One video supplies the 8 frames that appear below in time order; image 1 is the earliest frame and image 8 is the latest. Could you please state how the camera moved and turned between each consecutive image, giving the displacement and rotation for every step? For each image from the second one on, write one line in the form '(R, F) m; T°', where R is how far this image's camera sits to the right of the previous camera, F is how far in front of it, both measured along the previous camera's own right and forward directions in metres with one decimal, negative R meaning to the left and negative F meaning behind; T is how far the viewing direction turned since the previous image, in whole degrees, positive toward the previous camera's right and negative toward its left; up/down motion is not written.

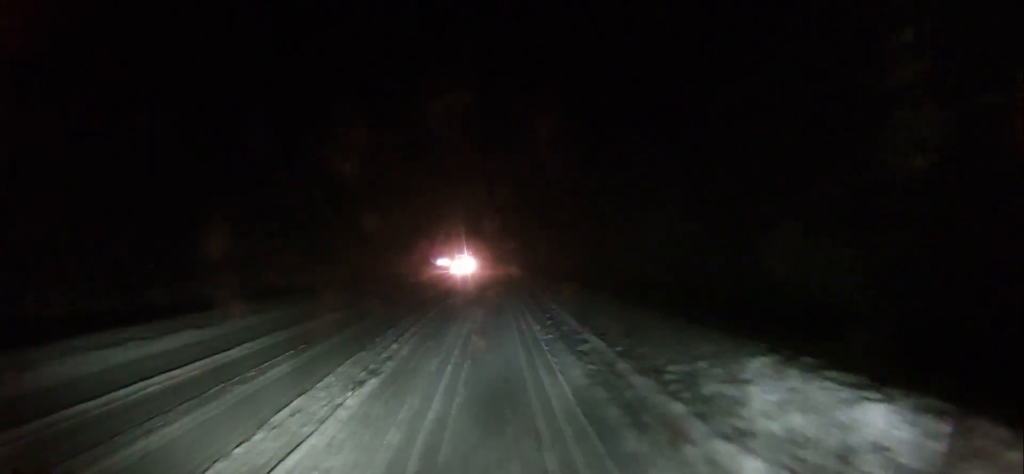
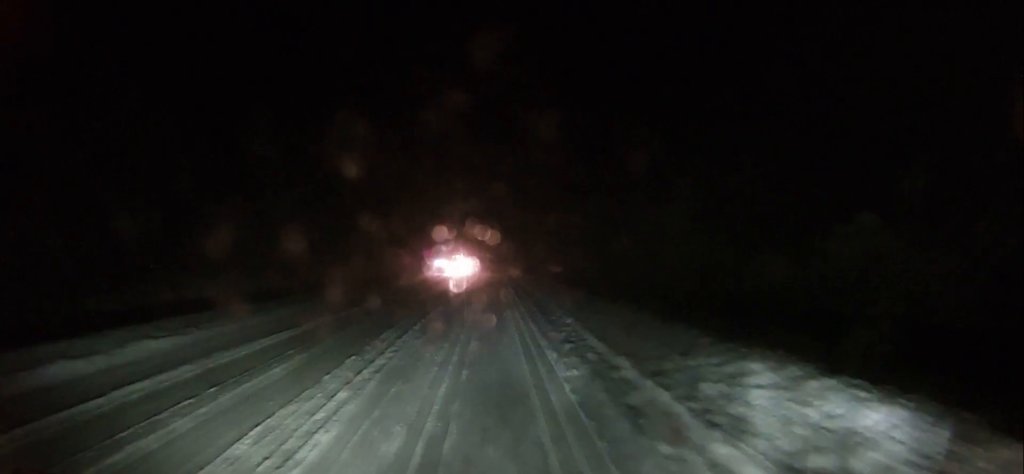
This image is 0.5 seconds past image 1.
(+0.1, +6.0) m; +1°
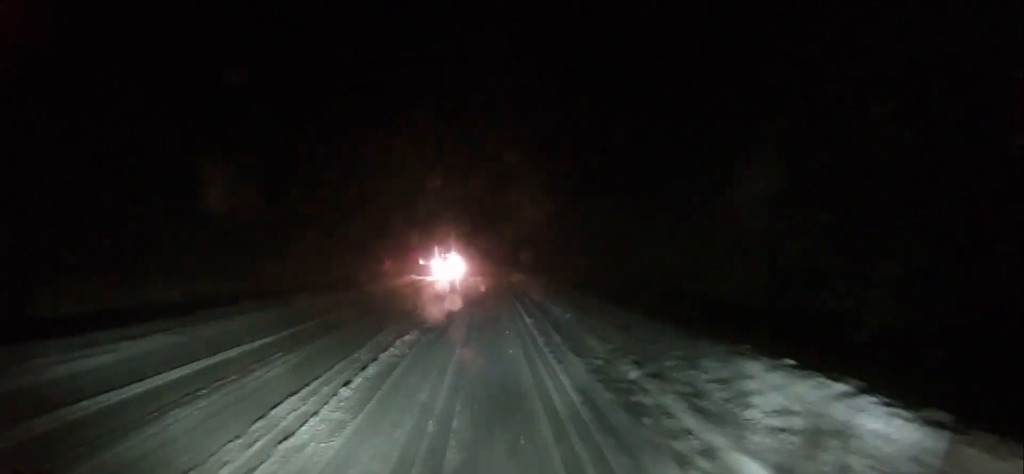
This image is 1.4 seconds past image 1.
(+0.1, +10.9) m; +1°
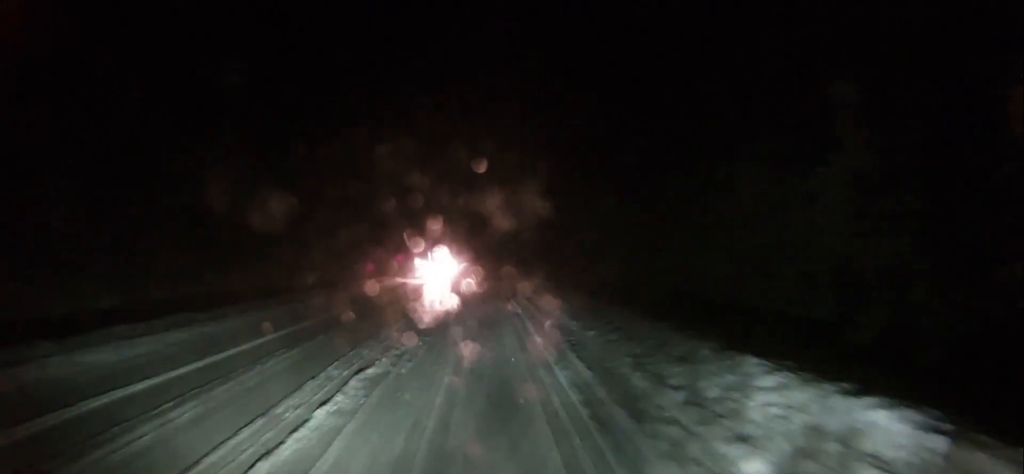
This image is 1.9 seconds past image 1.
(0.0, +6.0) m; +1°
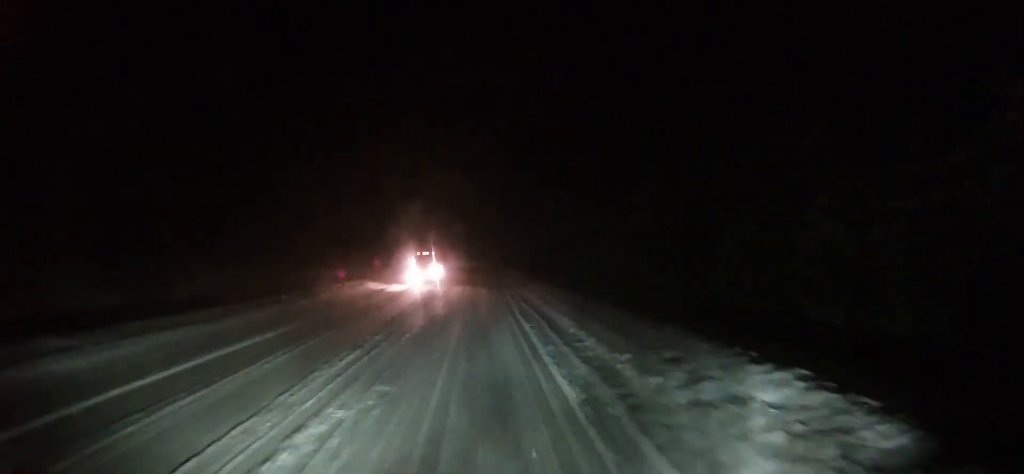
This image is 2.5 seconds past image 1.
(0.0, +7.6) m; +1°
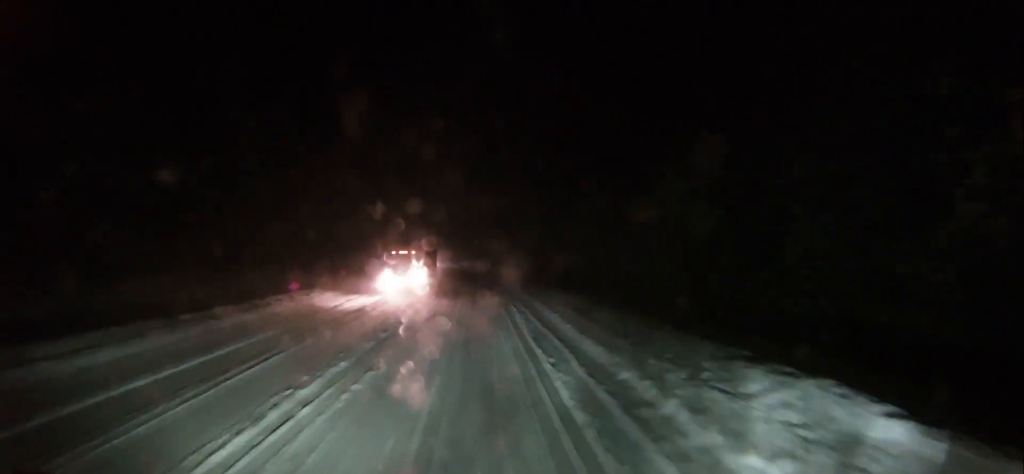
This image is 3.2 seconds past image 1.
(+0.2, +7.9) m; 0°
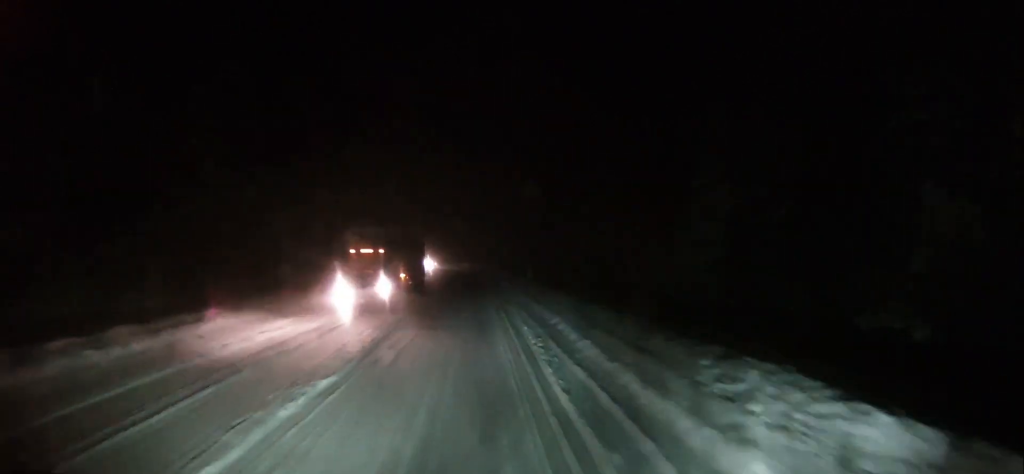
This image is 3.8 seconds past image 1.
(+0.1, +7.5) m; -1°
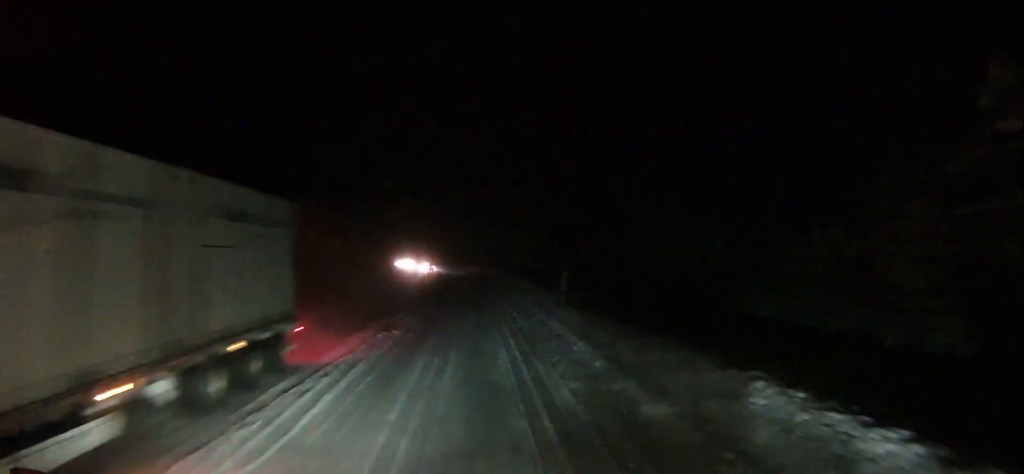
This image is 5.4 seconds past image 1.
(-0.6, +18.2) m; -1°
